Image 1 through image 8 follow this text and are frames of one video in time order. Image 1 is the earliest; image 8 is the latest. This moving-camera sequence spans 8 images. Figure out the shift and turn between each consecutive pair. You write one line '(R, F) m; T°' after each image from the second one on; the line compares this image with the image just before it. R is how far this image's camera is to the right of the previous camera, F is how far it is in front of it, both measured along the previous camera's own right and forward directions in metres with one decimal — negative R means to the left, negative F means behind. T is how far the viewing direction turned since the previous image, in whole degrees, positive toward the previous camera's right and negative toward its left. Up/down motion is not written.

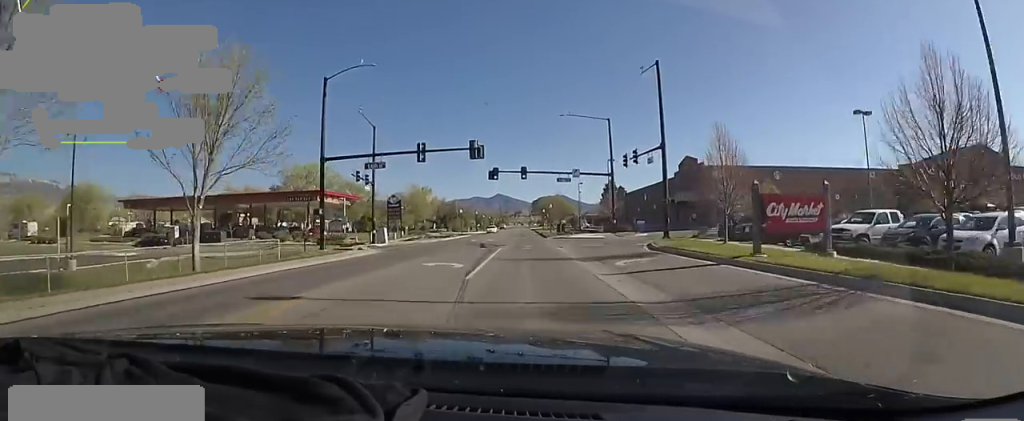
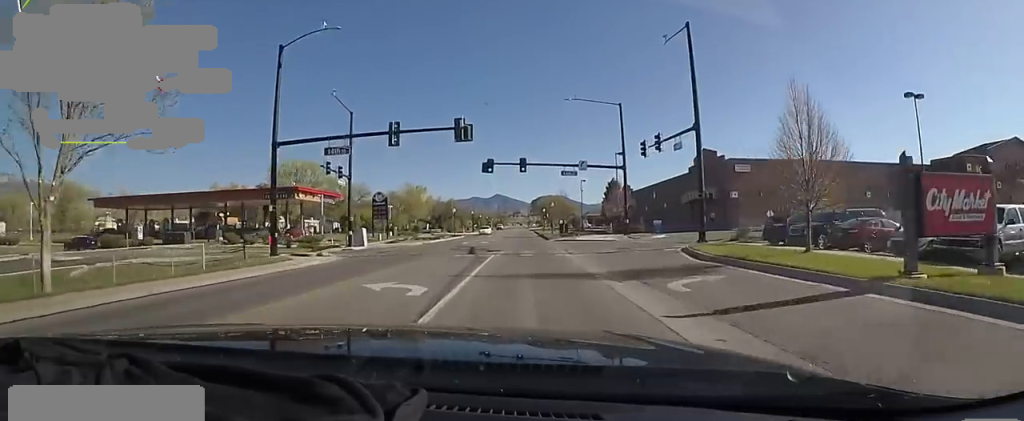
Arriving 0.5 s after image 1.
(0.0, +6.6) m; 0°
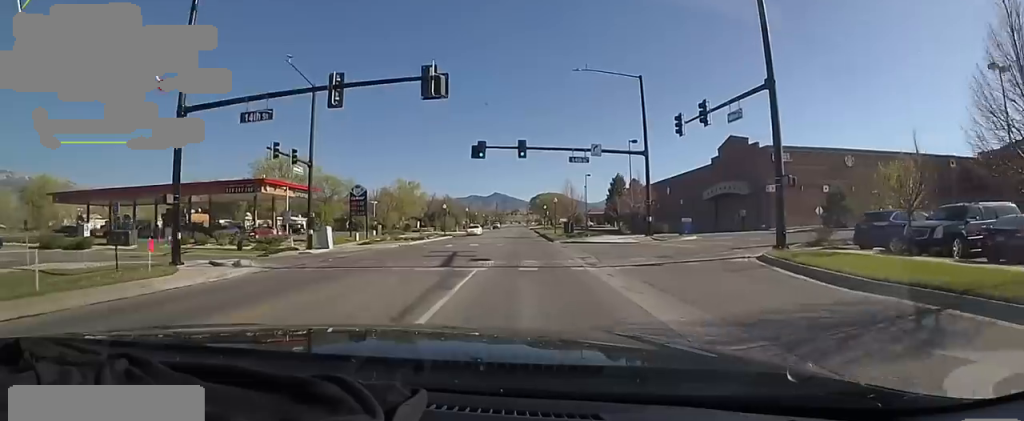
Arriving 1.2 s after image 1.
(0.0, +8.1) m; 0°
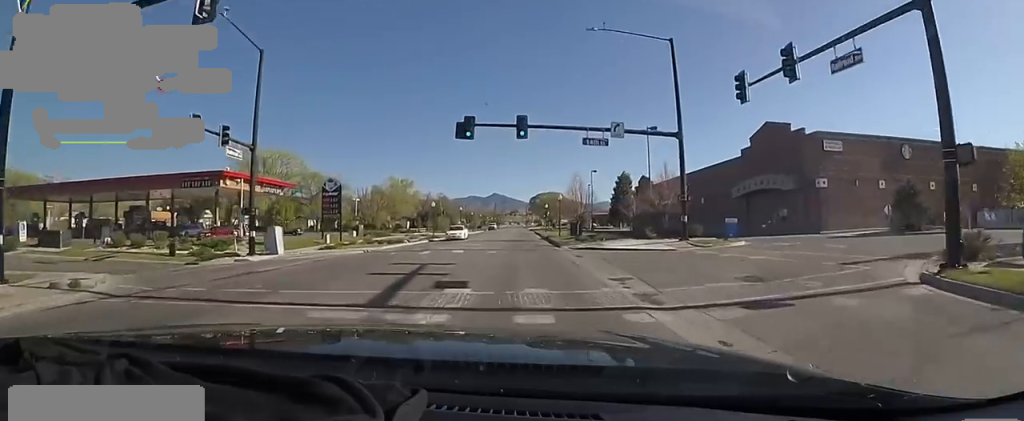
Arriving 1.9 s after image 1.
(0.0, +8.1) m; 0°
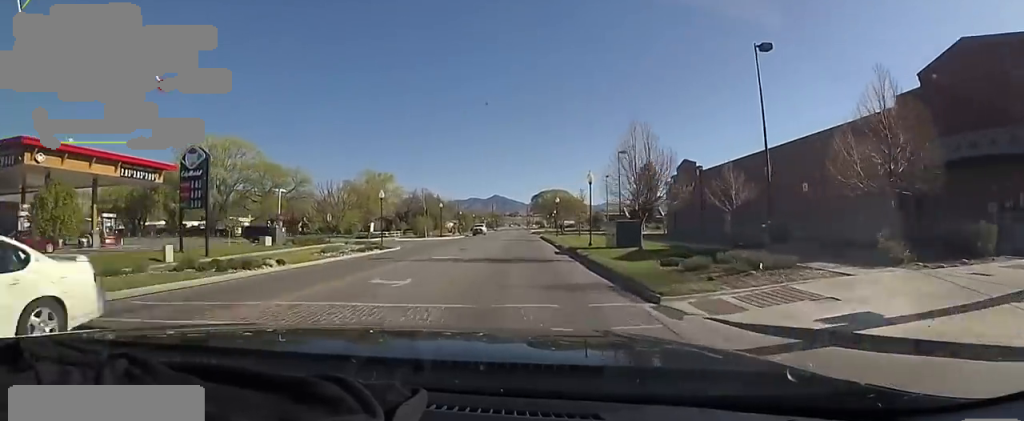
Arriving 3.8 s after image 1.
(0.0, +22.2) m; 0°
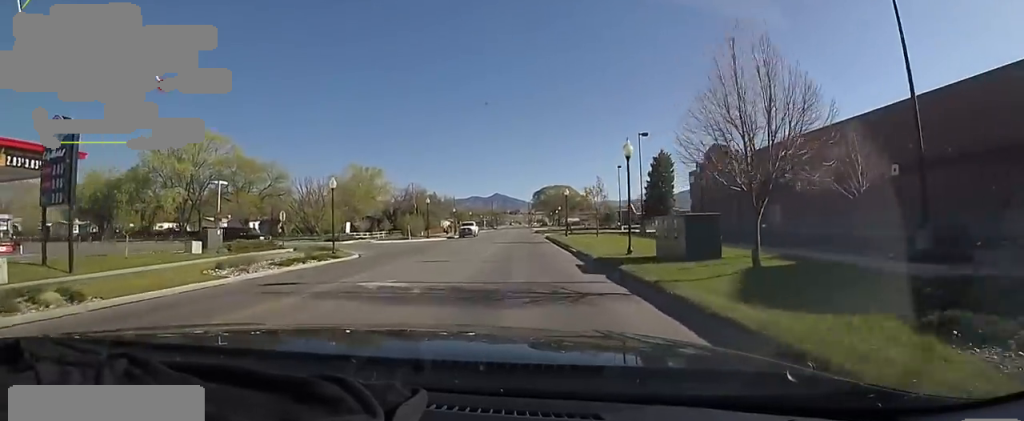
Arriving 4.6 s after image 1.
(0.0, +10.0) m; 0°
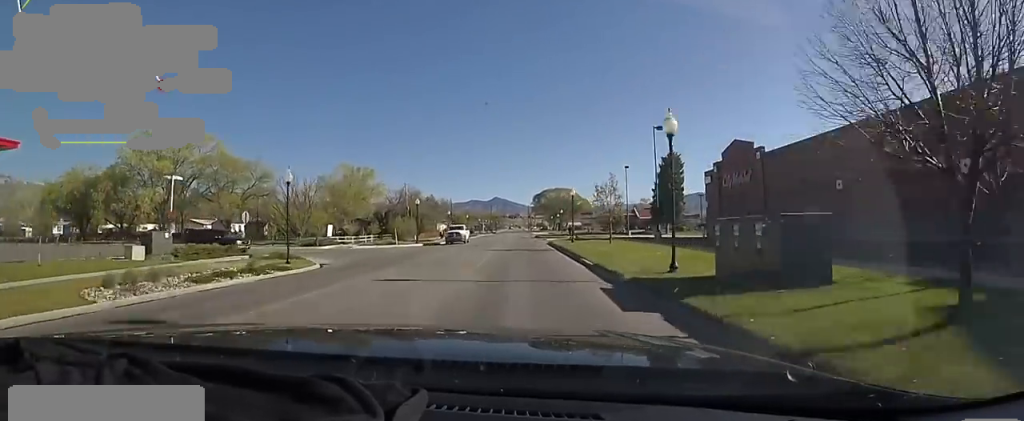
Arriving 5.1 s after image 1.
(0.0, +5.5) m; 0°
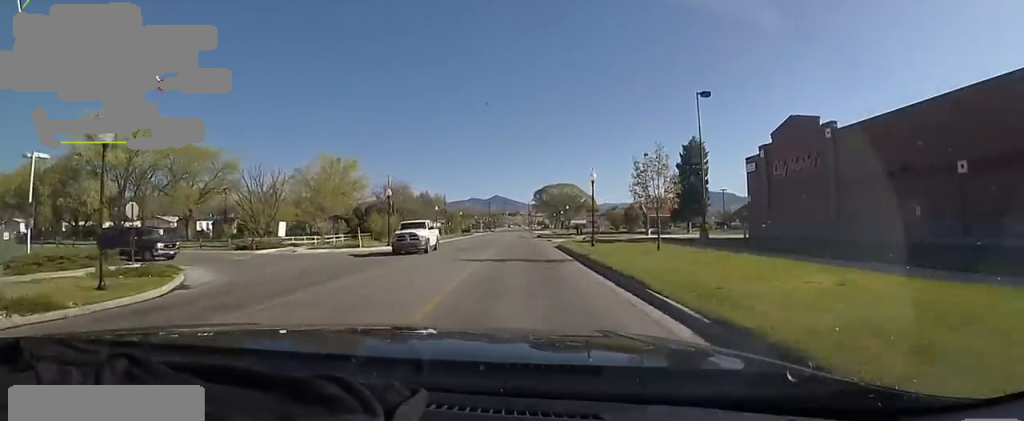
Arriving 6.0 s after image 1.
(0.0, +10.7) m; 0°
